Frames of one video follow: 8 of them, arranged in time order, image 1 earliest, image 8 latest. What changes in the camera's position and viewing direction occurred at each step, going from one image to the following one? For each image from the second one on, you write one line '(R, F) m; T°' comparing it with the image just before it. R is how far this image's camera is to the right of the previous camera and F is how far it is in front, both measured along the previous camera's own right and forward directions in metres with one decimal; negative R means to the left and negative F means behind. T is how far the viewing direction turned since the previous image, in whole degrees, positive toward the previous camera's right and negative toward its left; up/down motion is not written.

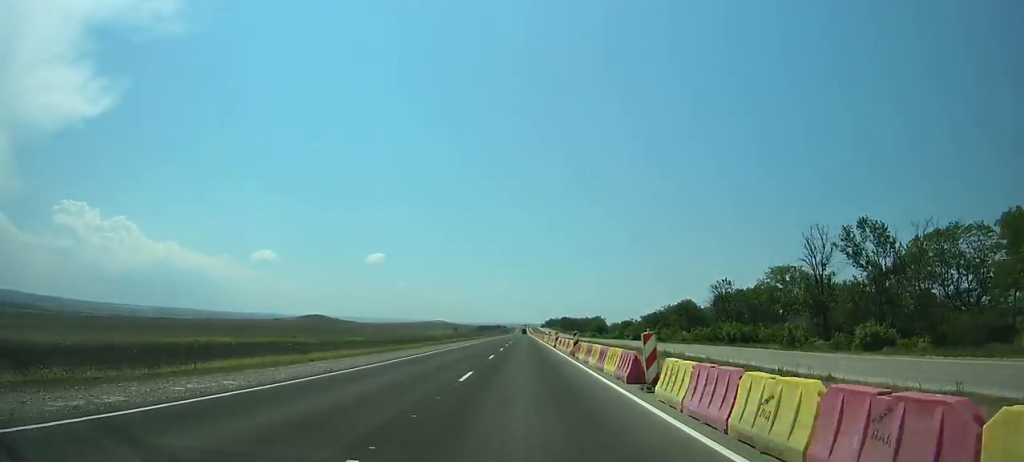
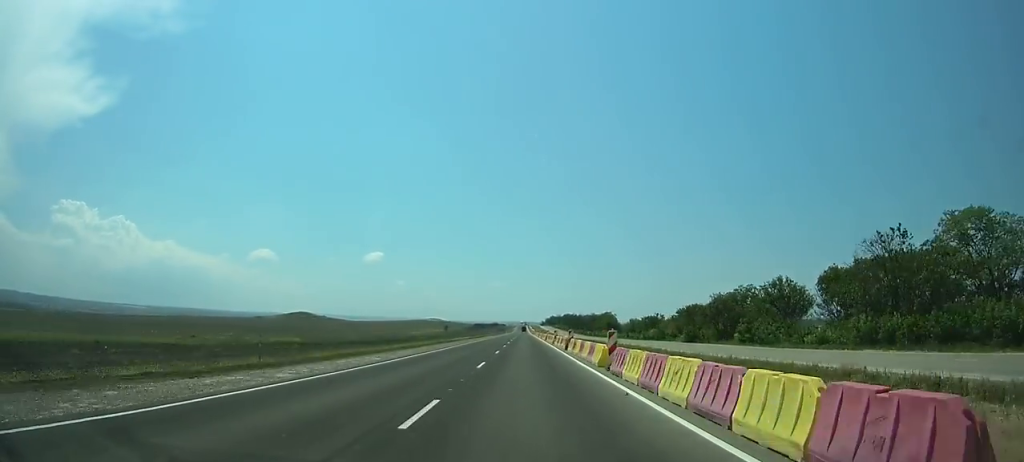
(0.0, +44.1) m; 0°
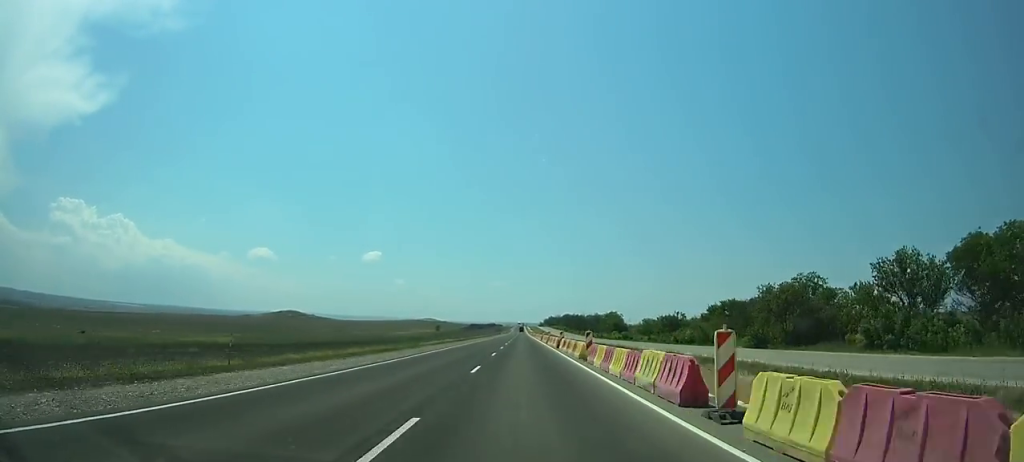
(0.0, +26.5) m; 0°
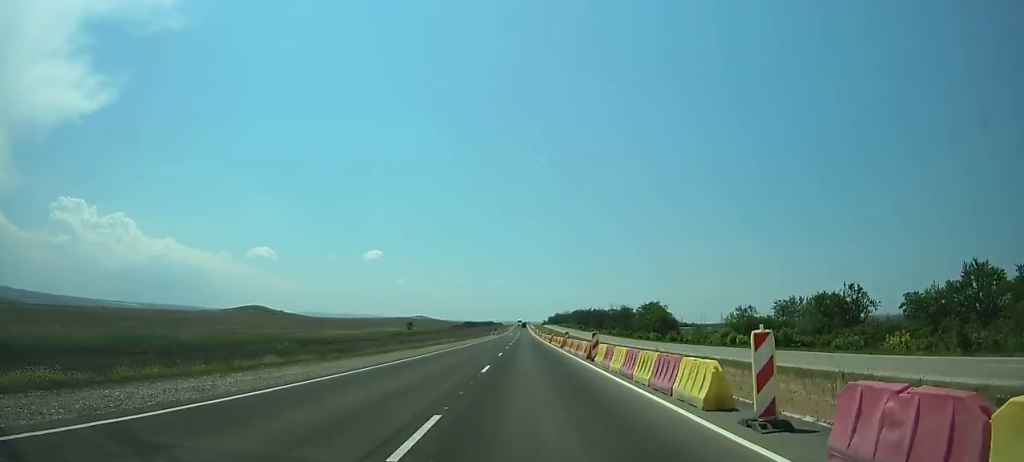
(0.0, +84.3) m; 0°
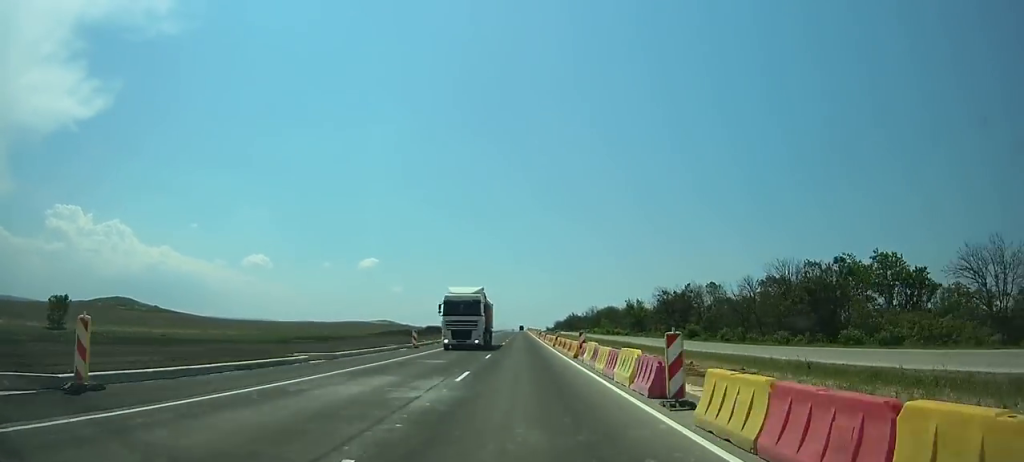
(0.0, +177.5) m; 0°
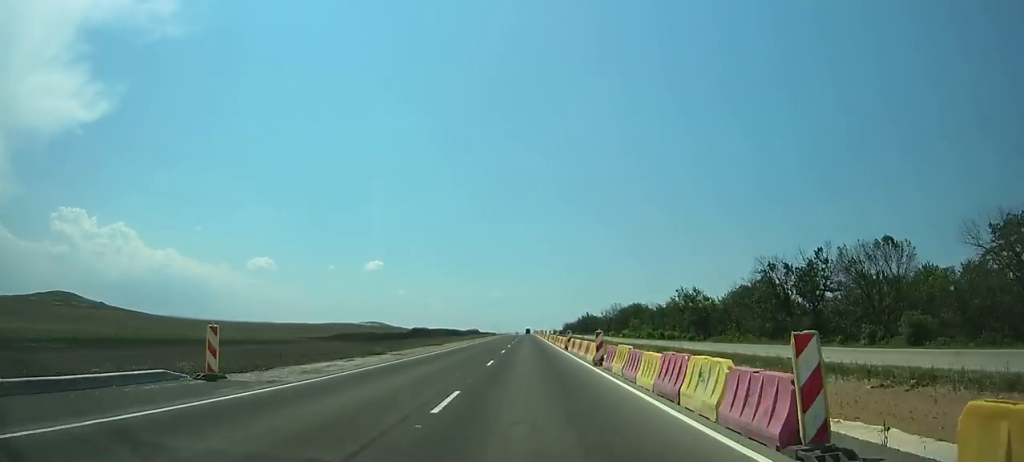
(+0.1, +52.2) m; 0°
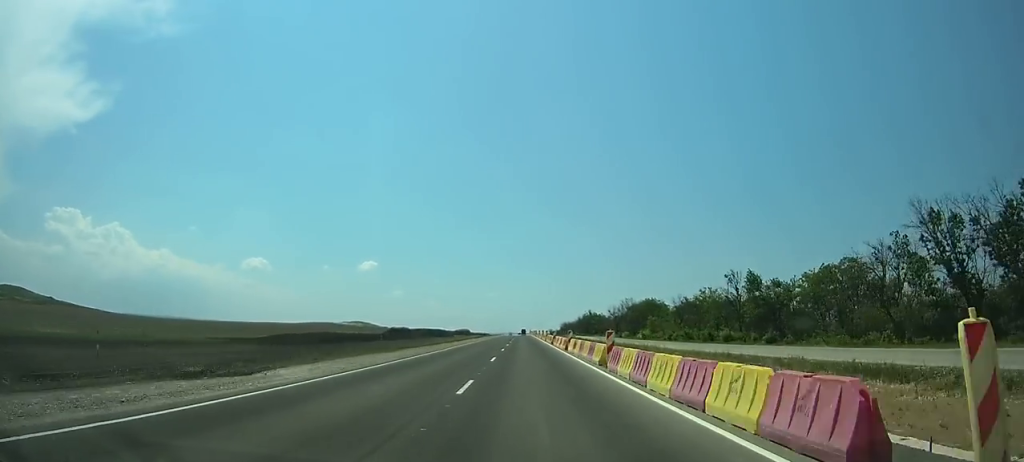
(+0.1, +31.9) m; 0°
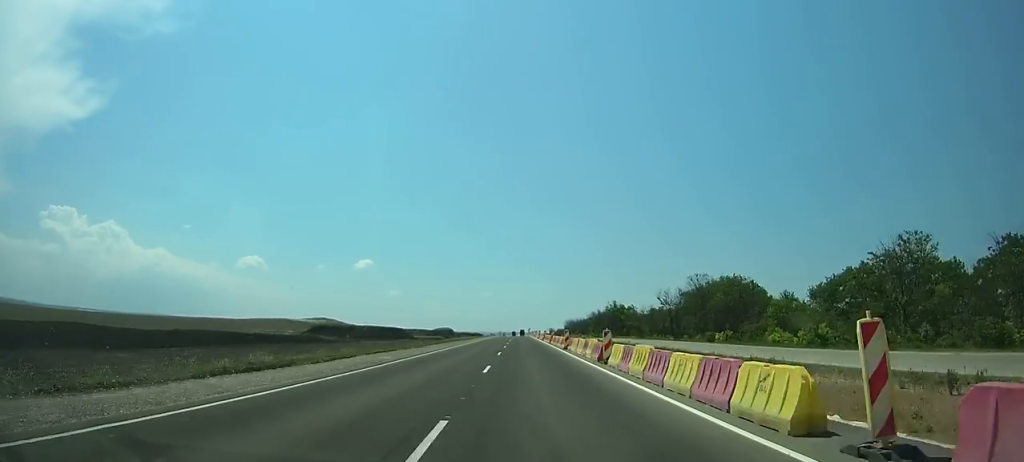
(+0.1, +75.7) m; 0°
